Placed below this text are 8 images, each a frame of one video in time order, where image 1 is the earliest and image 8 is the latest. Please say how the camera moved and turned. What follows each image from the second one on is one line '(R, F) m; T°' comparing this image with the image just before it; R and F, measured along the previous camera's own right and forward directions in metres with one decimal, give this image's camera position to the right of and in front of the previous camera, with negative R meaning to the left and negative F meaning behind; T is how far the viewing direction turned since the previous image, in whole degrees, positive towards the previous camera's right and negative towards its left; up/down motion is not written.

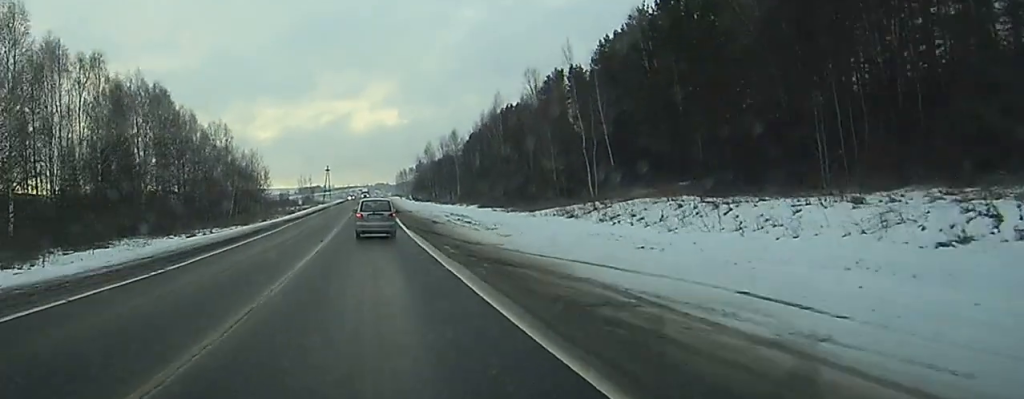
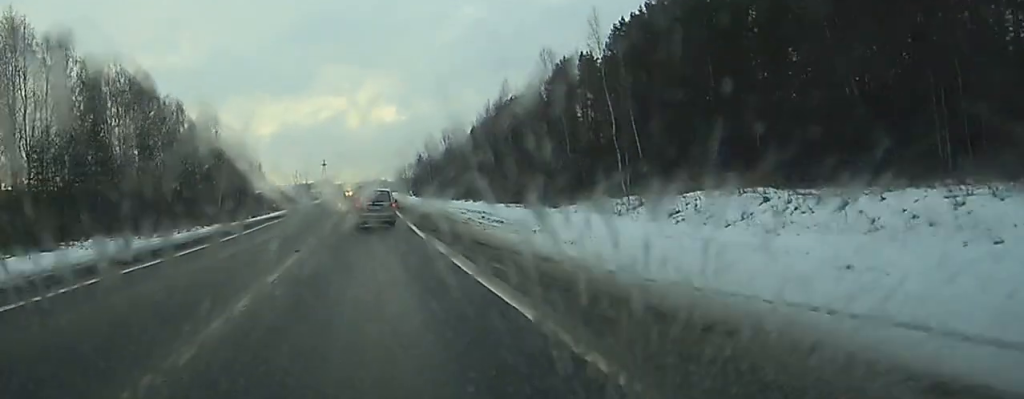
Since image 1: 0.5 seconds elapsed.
(0.0, +10.4) m; 0°
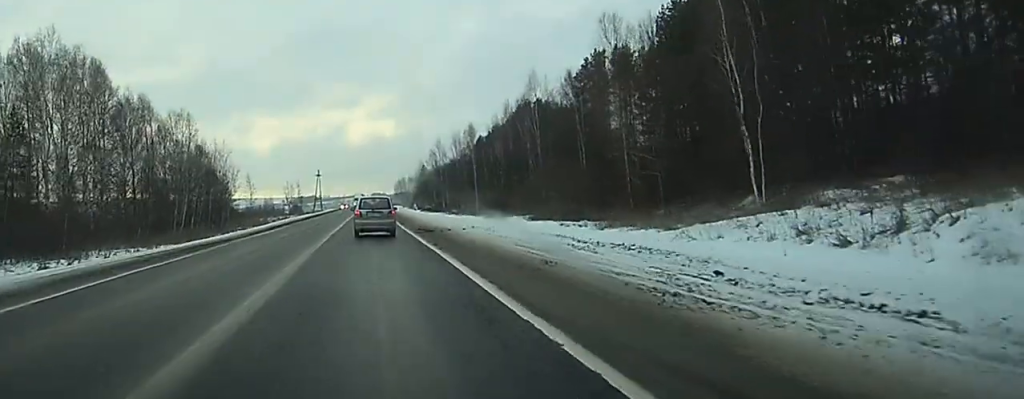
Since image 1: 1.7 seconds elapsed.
(0.0, +24.3) m; 0°
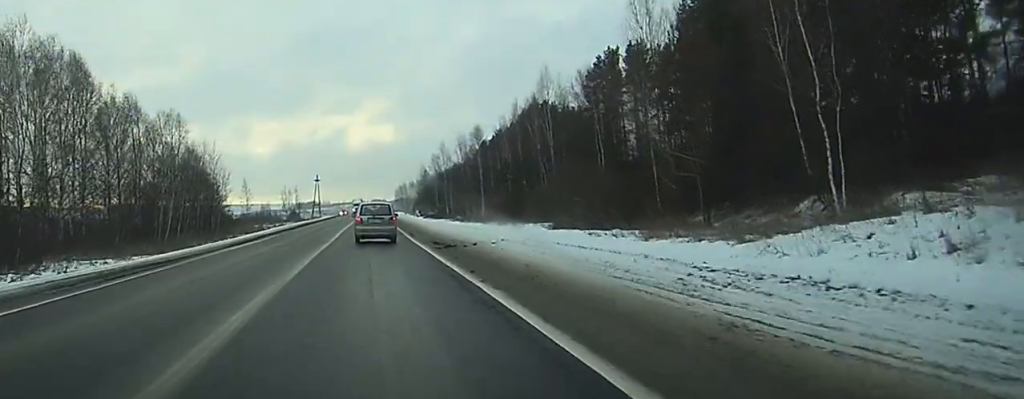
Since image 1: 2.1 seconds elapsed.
(0.0, +7.9) m; 0°
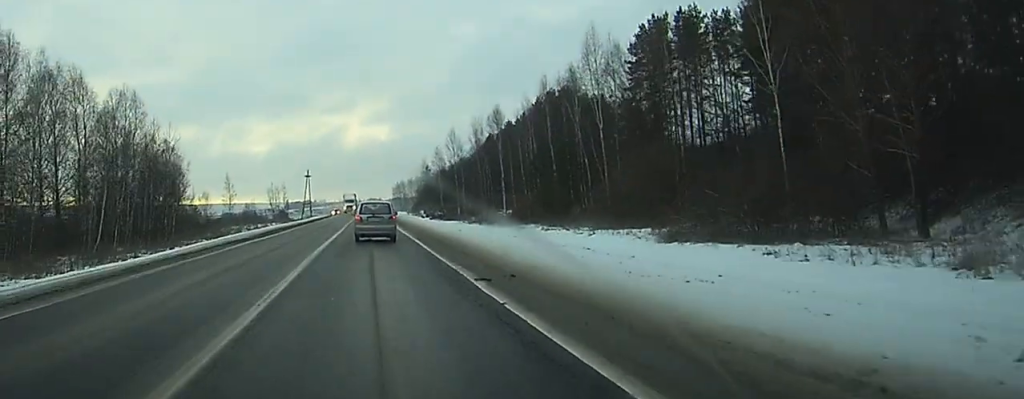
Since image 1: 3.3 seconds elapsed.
(+0.1, +23.3) m; 0°
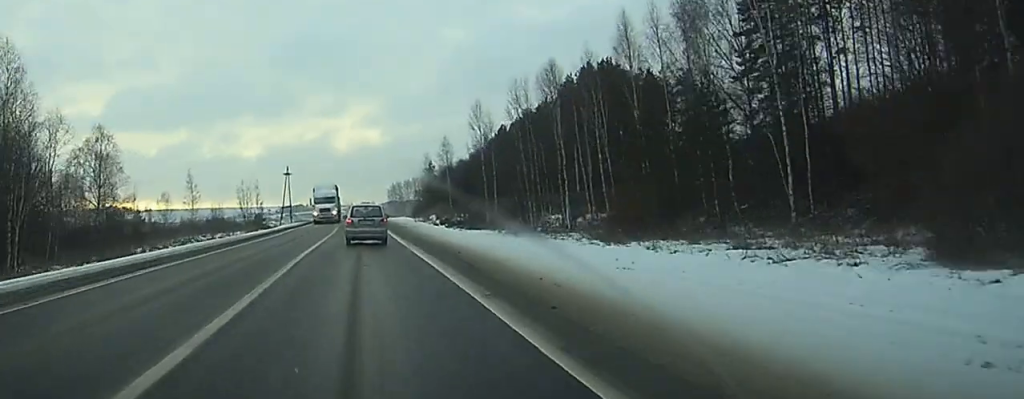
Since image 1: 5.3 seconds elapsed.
(+0.1, +33.2) m; 0°
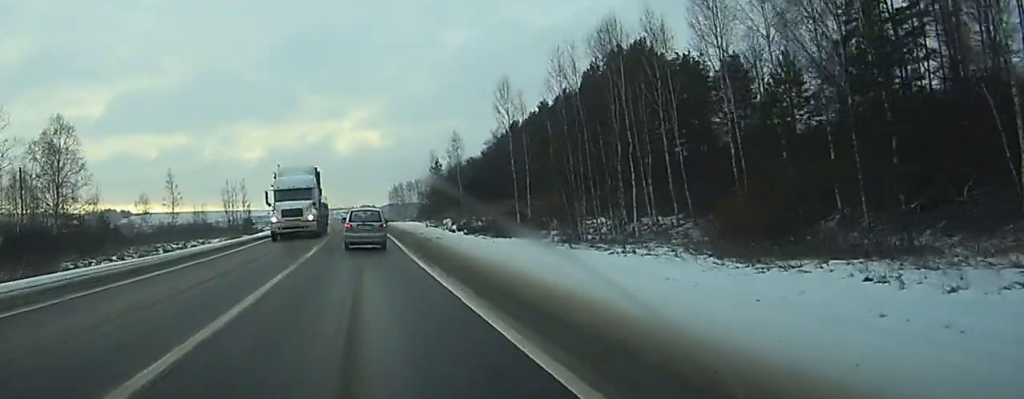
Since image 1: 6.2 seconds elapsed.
(0.0, +18.5) m; 0°
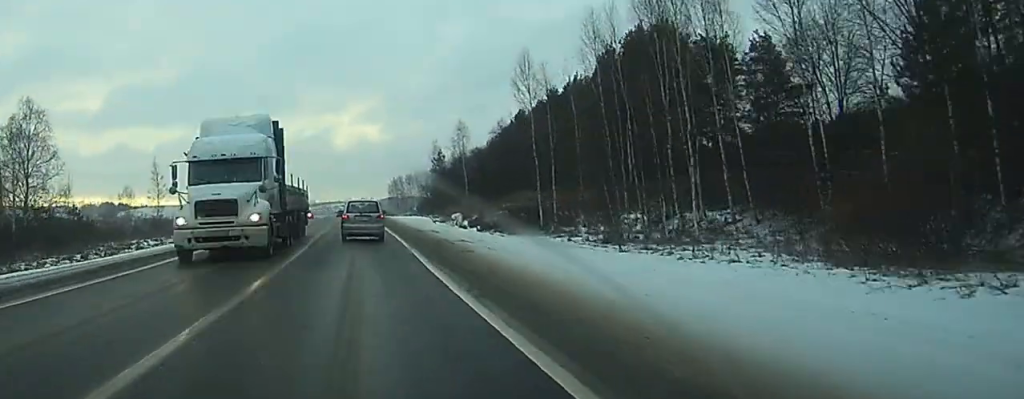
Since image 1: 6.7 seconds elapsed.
(0.0, +11.3) m; 0°
